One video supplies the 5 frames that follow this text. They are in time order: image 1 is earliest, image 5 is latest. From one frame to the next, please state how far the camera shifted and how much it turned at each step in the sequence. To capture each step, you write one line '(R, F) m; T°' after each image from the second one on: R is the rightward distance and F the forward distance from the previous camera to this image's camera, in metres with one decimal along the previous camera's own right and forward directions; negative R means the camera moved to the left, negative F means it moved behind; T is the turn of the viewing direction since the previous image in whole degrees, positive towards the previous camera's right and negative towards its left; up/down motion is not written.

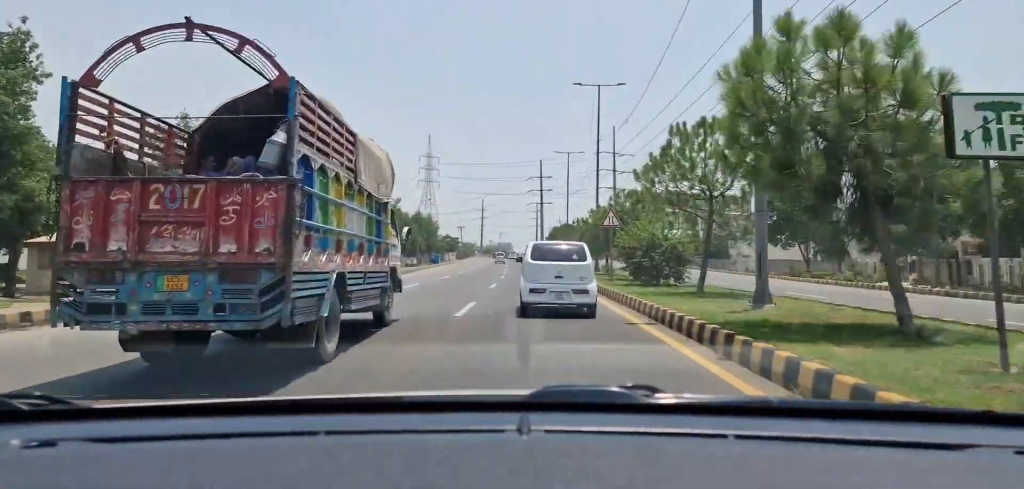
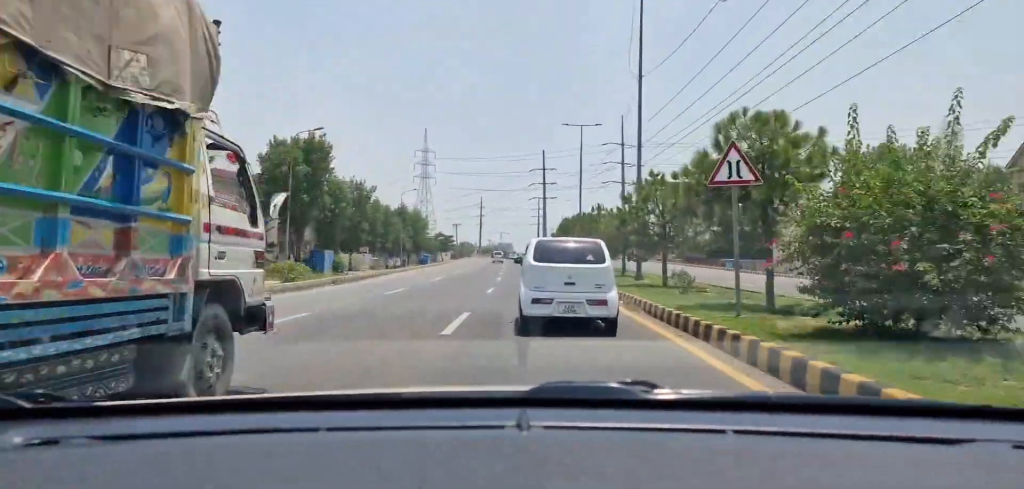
(+0.2, +14.6) m; -1°
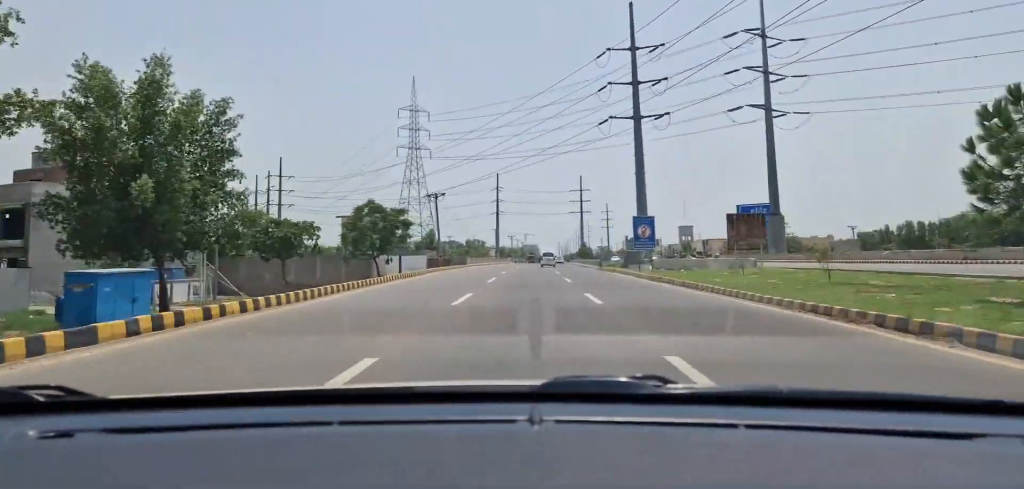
(-4.1, +90.8) m; -2°
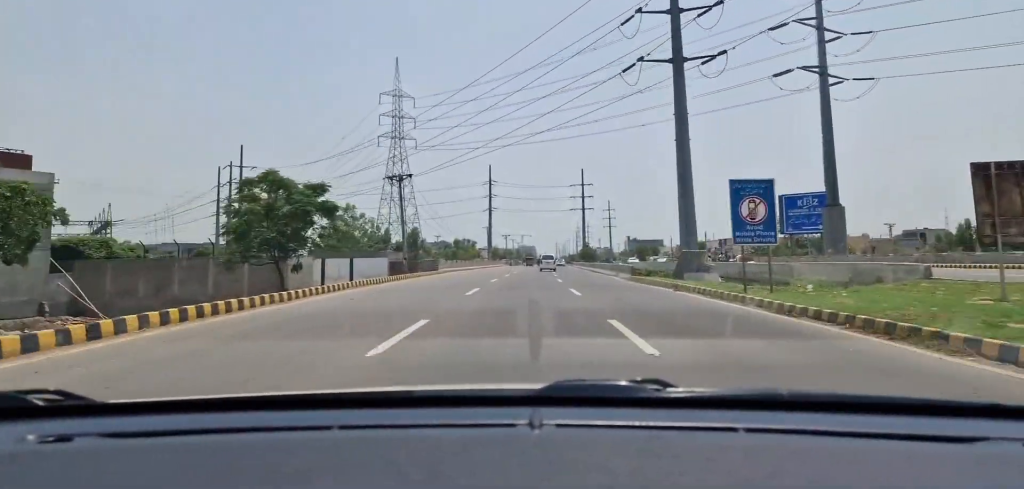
(0.0, +18.6) m; 0°
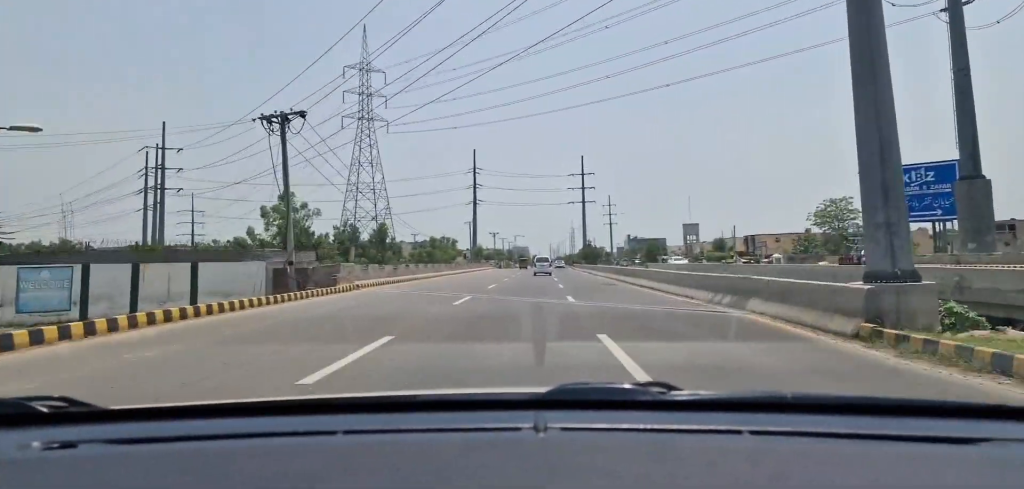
(0.0, +26.2) m; +1°
